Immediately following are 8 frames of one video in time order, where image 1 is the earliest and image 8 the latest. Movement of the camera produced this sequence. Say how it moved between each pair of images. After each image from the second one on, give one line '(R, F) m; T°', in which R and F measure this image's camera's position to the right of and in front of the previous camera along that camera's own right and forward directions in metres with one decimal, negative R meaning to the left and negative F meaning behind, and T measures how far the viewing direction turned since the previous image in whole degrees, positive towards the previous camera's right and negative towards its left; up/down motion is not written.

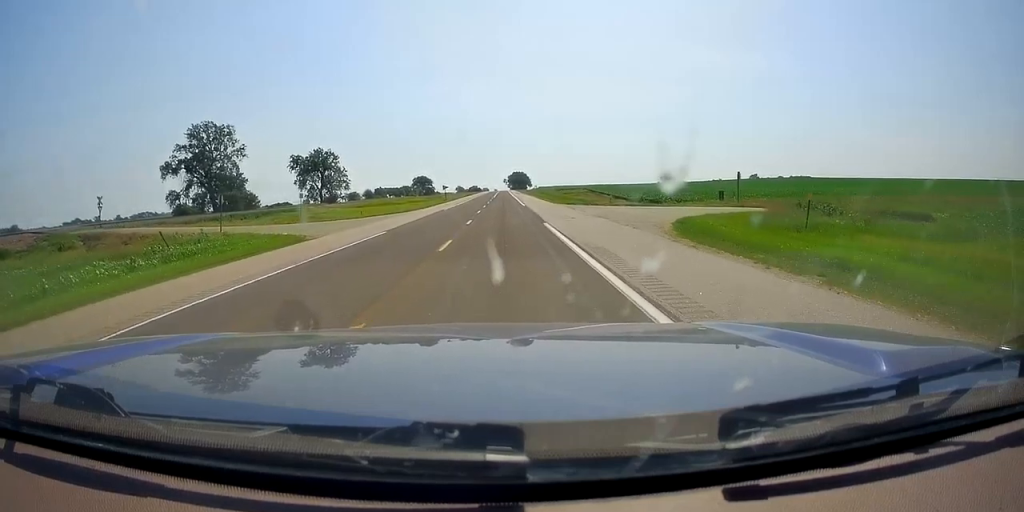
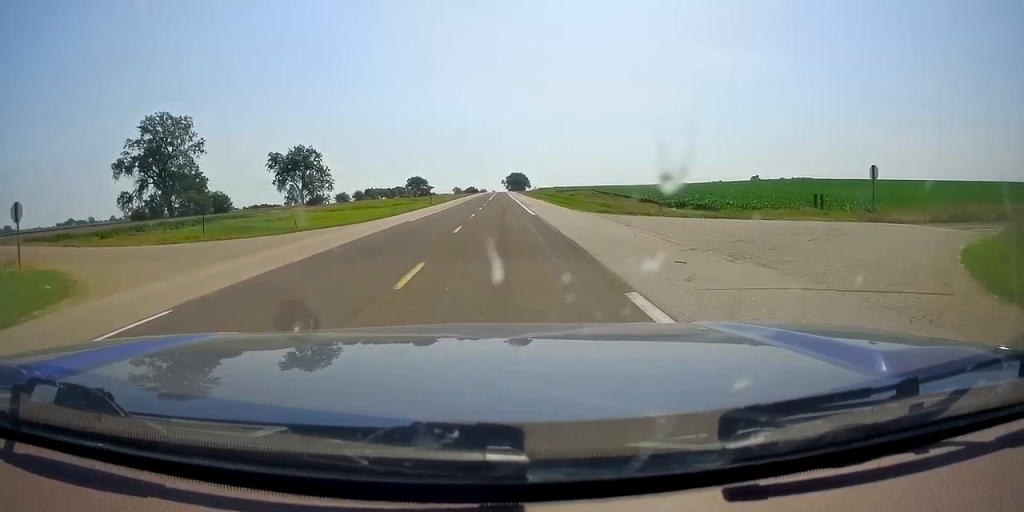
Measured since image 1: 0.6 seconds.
(+0.1, +18.5) m; -1°
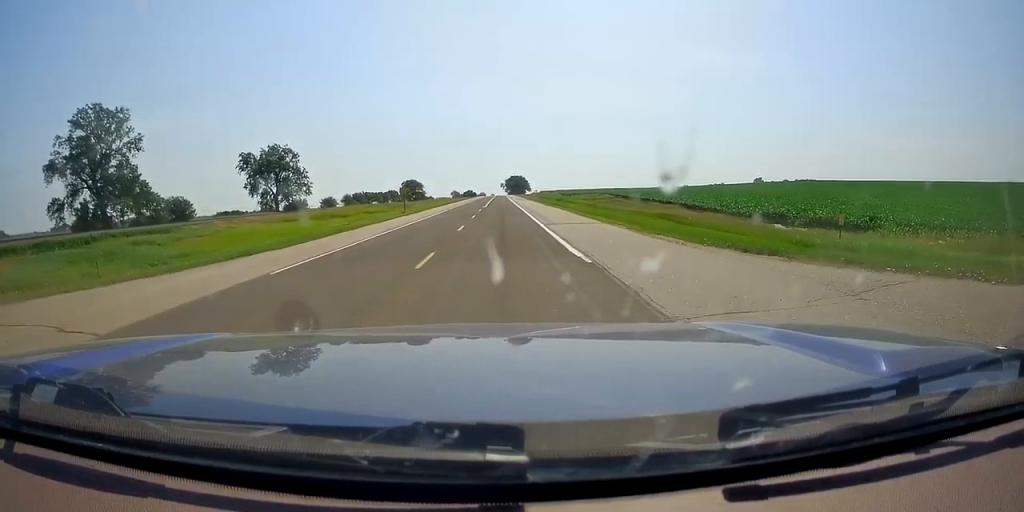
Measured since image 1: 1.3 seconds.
(-0.3, +21.6) m; 0°
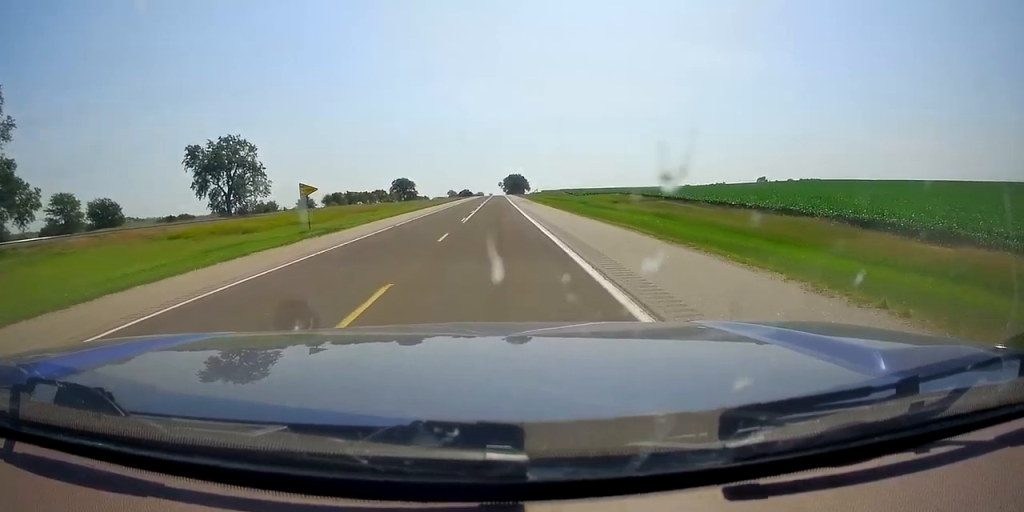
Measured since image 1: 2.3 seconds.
(0.0, +30.4) m; +1°
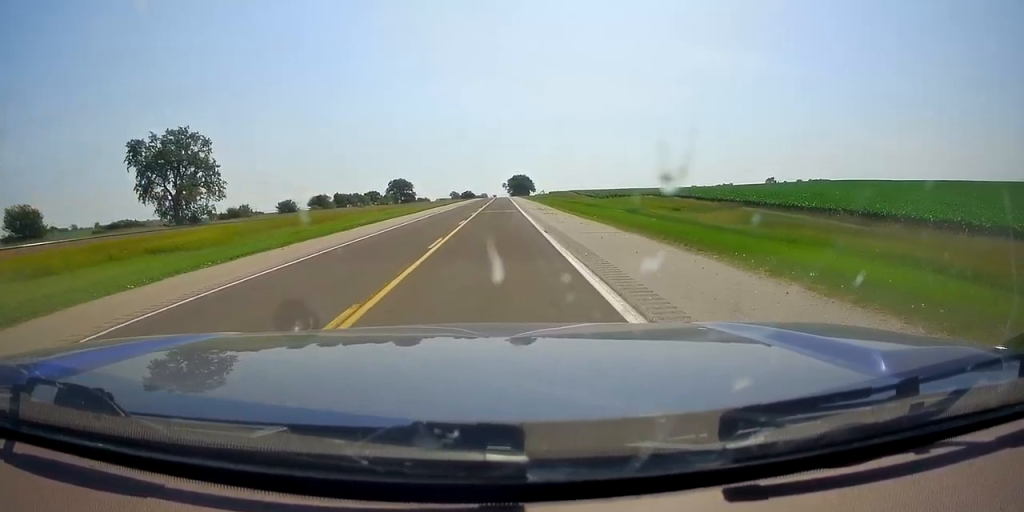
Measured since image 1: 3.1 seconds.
(+0.2, +26.2) m; +1°
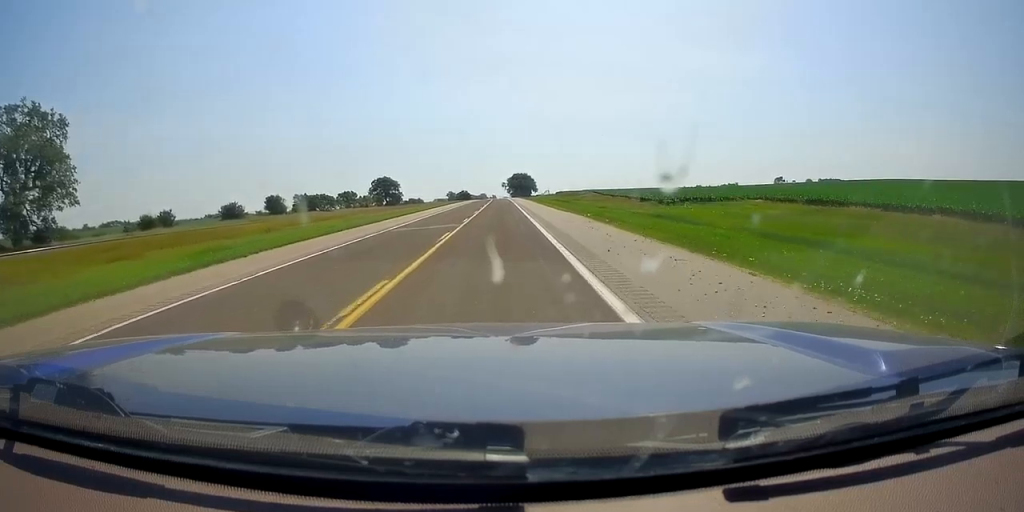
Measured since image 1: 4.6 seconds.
(0.0, +46.1) m; 0°
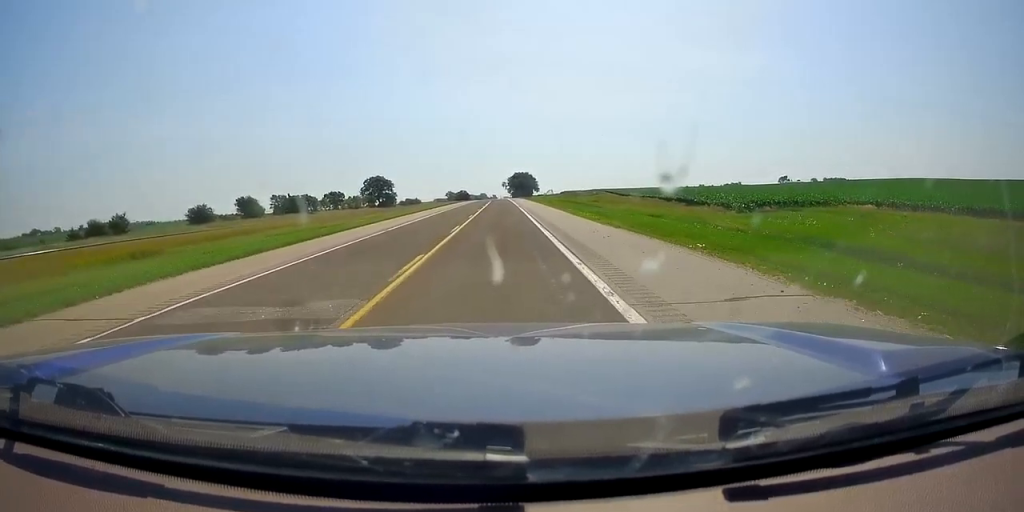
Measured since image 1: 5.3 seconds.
(0.0, +20.0) m; 0°
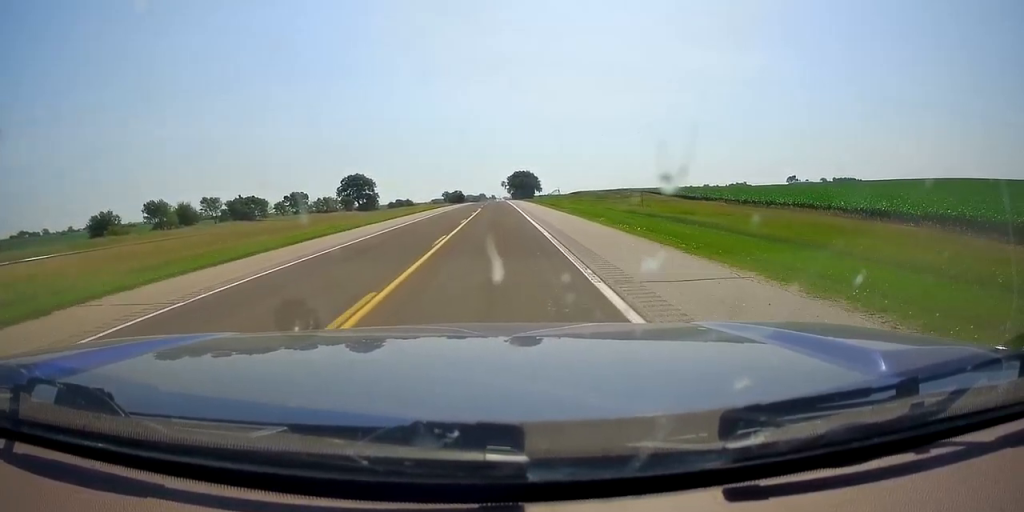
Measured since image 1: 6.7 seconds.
(0.0, +42.0) m; 0°
